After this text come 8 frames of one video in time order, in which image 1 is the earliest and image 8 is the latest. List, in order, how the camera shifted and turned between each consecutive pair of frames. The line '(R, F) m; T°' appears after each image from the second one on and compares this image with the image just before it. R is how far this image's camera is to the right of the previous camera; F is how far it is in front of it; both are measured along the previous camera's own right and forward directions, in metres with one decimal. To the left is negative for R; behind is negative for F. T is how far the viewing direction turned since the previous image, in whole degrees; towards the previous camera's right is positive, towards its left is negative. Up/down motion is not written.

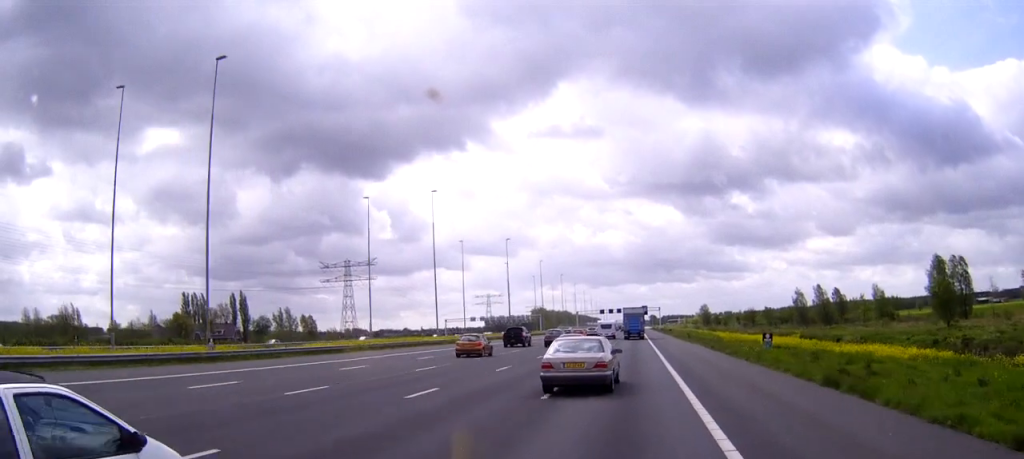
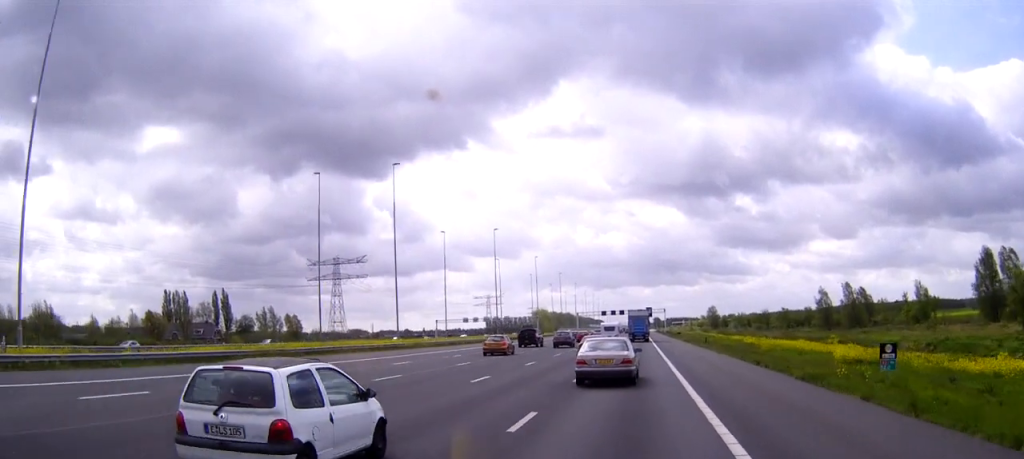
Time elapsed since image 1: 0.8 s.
(-0.1, +17.5) m; 0°
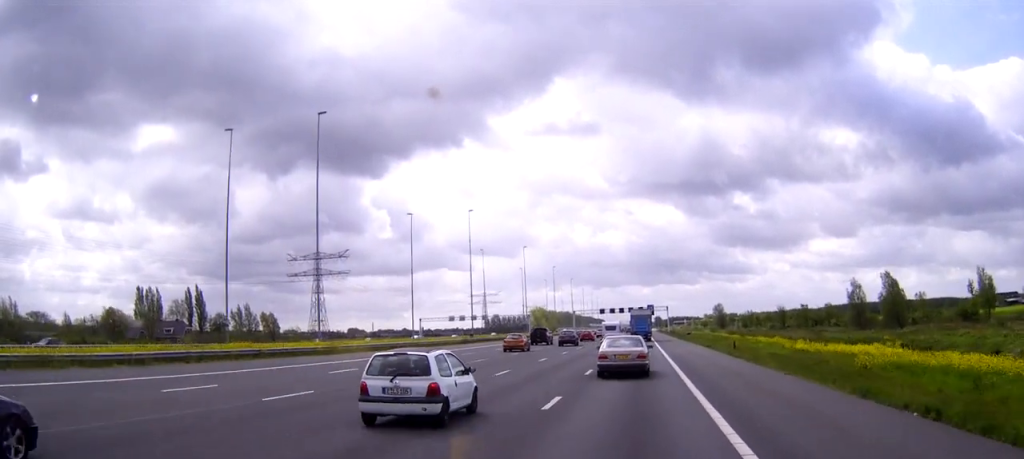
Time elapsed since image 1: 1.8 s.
(0.0, +20.3) m; 0°
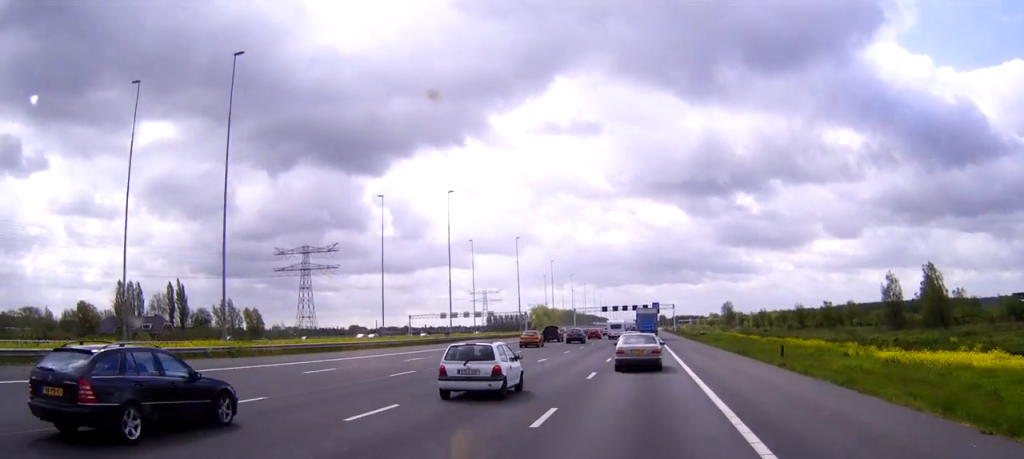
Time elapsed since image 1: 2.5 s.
(-0.1, +15.4) m; 0°
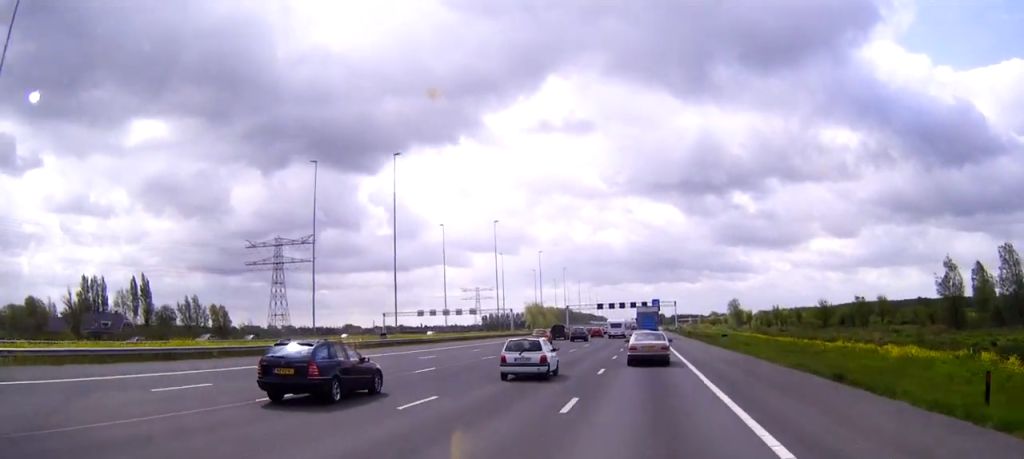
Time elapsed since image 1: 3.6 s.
(0.0, +21.7) m; 0°
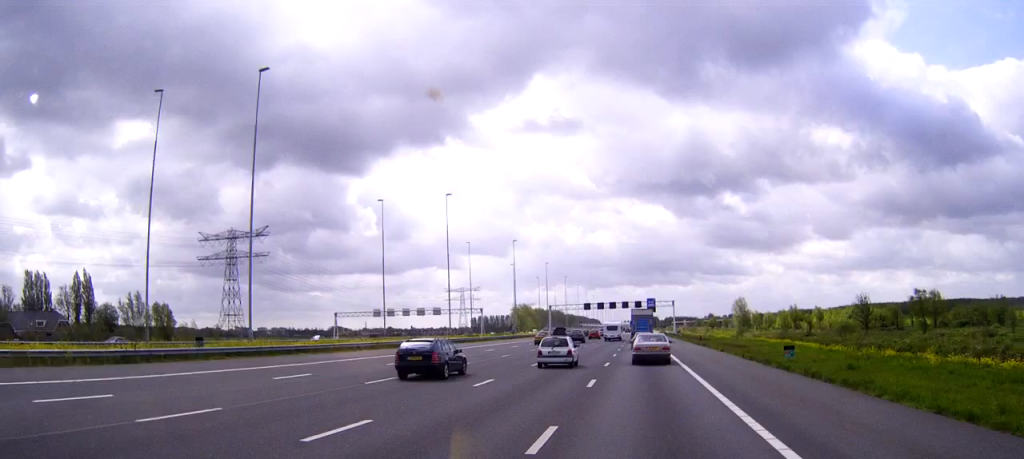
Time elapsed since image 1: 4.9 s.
(+0.1, +28.7) m; +1°
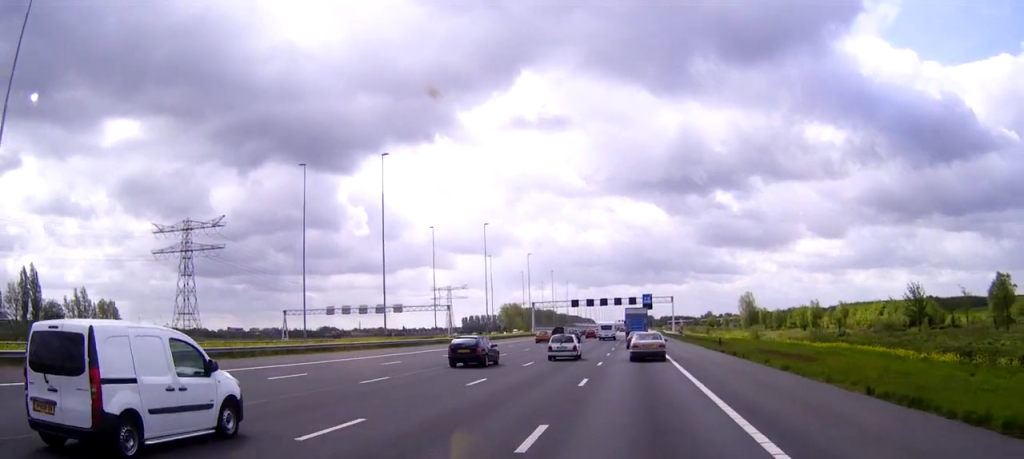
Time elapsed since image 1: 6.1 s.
(+0.1, +23.8) m; 0°
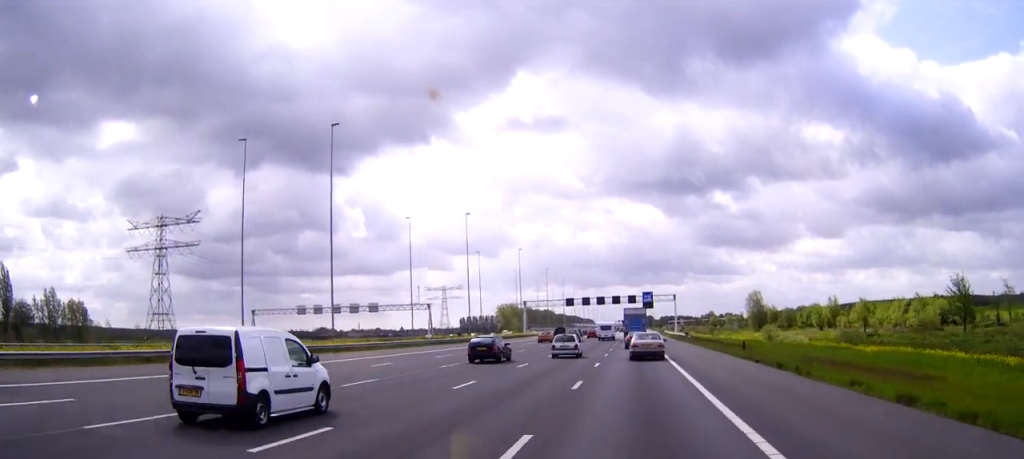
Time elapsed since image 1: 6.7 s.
(0.0, +13.3) m; 0°
